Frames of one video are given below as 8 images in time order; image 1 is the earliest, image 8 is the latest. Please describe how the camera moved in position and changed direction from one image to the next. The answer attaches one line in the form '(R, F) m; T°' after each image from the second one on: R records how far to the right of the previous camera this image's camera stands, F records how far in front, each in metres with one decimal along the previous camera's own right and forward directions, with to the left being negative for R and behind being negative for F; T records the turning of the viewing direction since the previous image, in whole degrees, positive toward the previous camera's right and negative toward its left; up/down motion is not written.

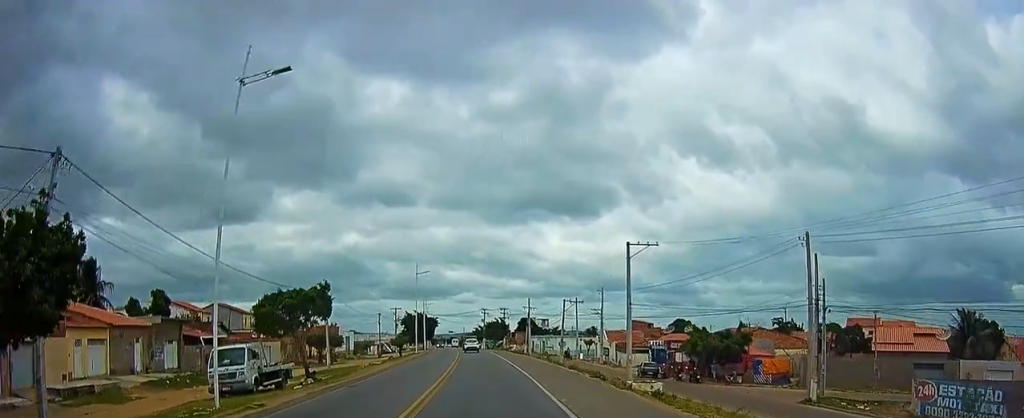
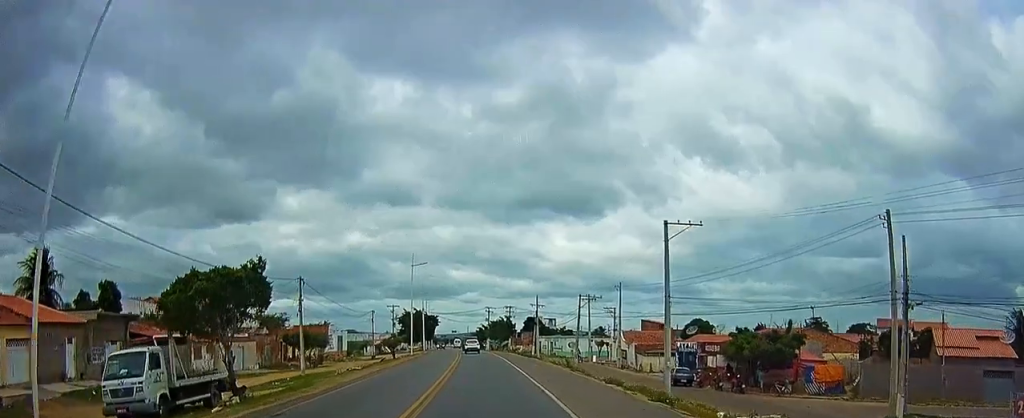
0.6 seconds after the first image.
(0.0, +8.6) m; 0°
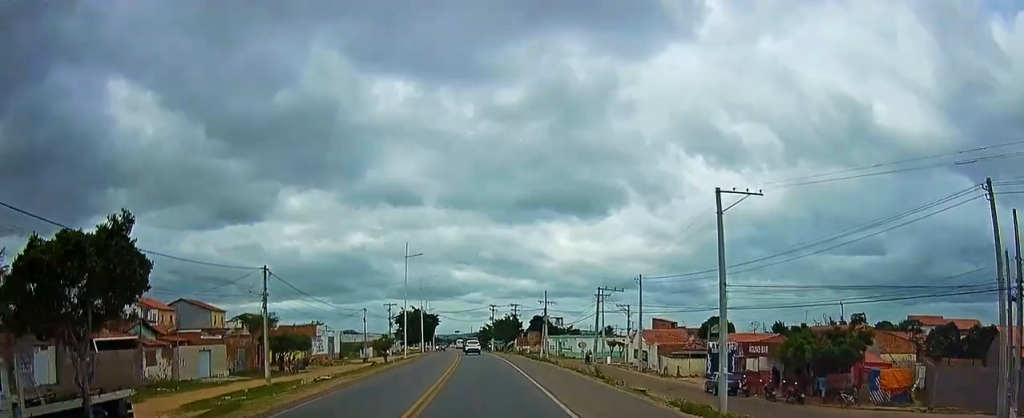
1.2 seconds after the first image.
(0.0, +8.1) m; 0°
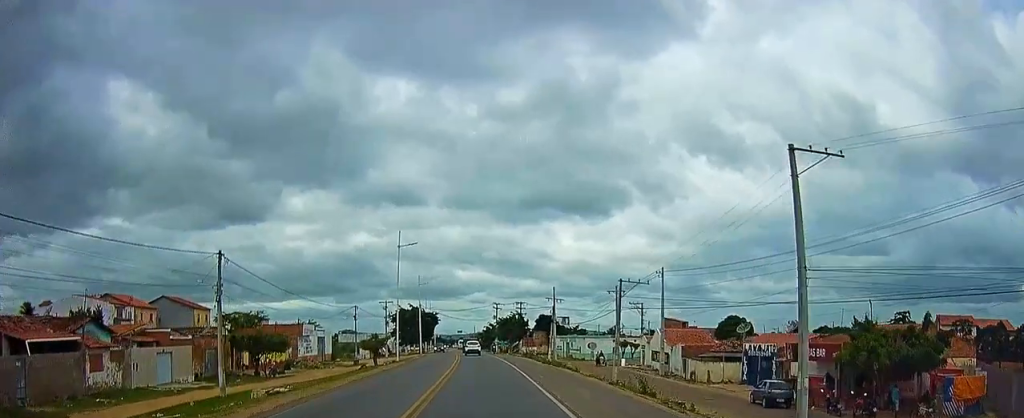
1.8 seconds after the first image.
(0.0, +7.3) m; 0°
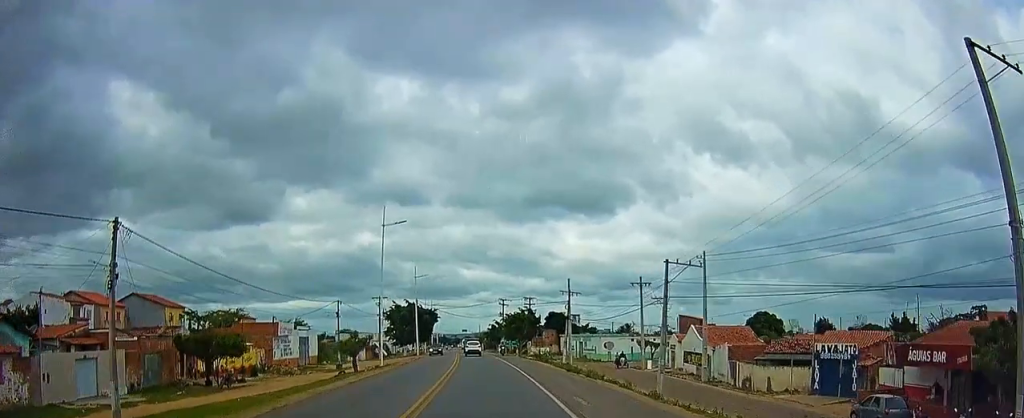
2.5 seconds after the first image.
(0.0, +10.6) m; 0°
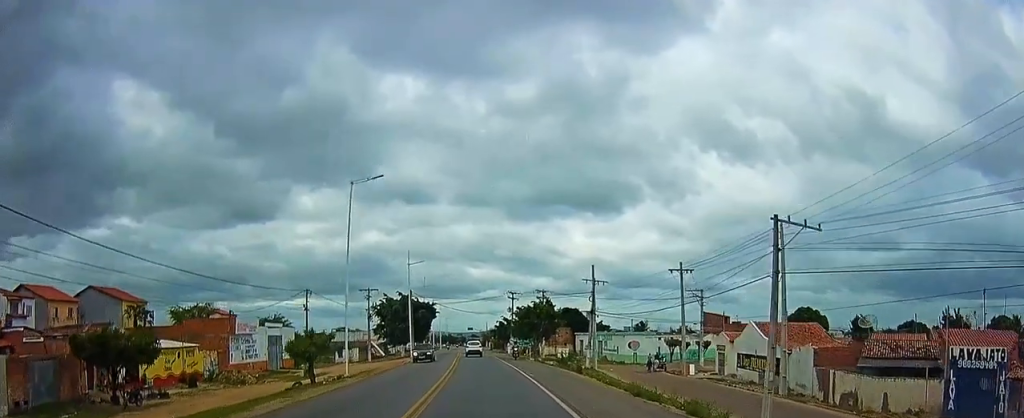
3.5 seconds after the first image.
(0.0, +12.8) m; 0°
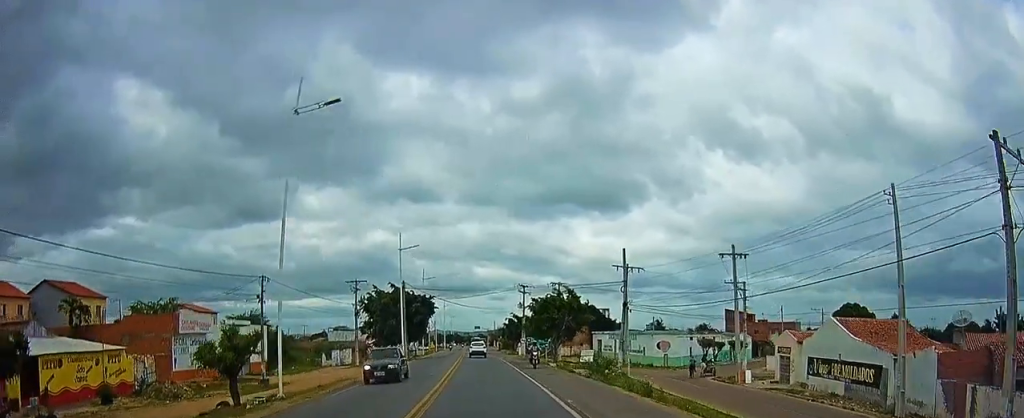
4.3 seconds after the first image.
(0.0, +11.4) m; -1°
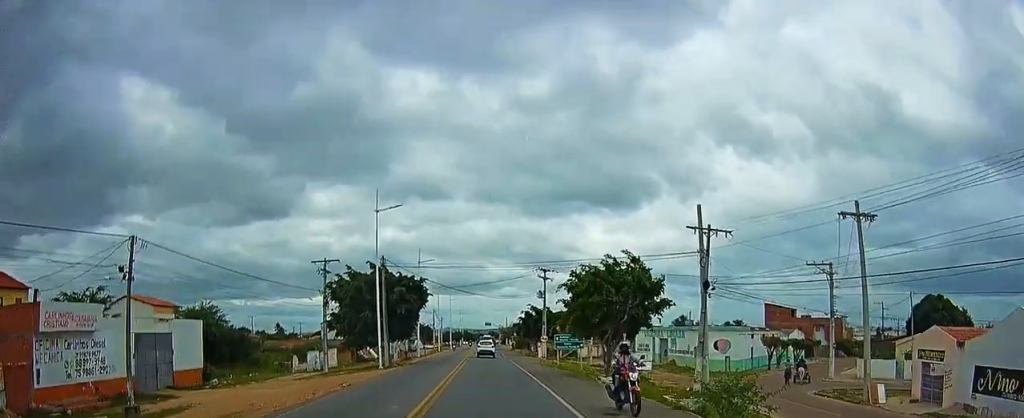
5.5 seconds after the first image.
(-0.5, +16.3) m; -3°
